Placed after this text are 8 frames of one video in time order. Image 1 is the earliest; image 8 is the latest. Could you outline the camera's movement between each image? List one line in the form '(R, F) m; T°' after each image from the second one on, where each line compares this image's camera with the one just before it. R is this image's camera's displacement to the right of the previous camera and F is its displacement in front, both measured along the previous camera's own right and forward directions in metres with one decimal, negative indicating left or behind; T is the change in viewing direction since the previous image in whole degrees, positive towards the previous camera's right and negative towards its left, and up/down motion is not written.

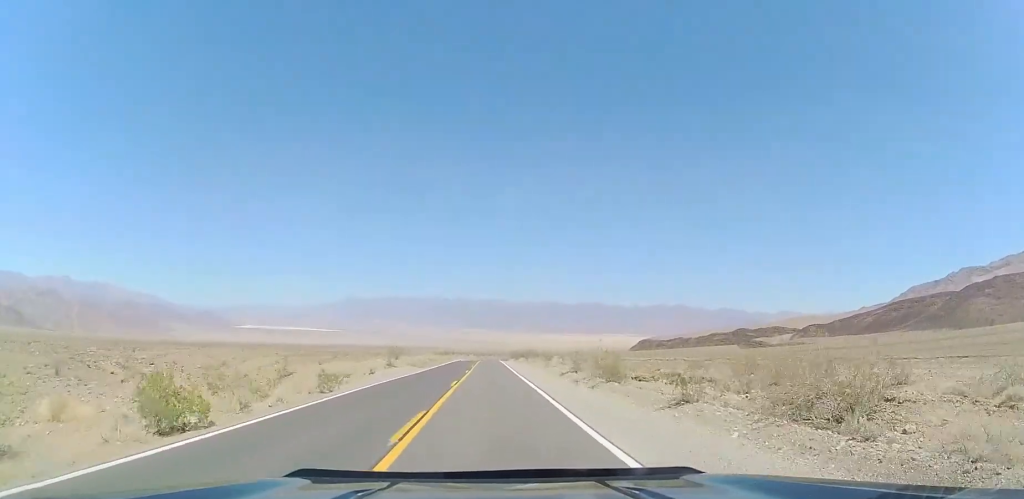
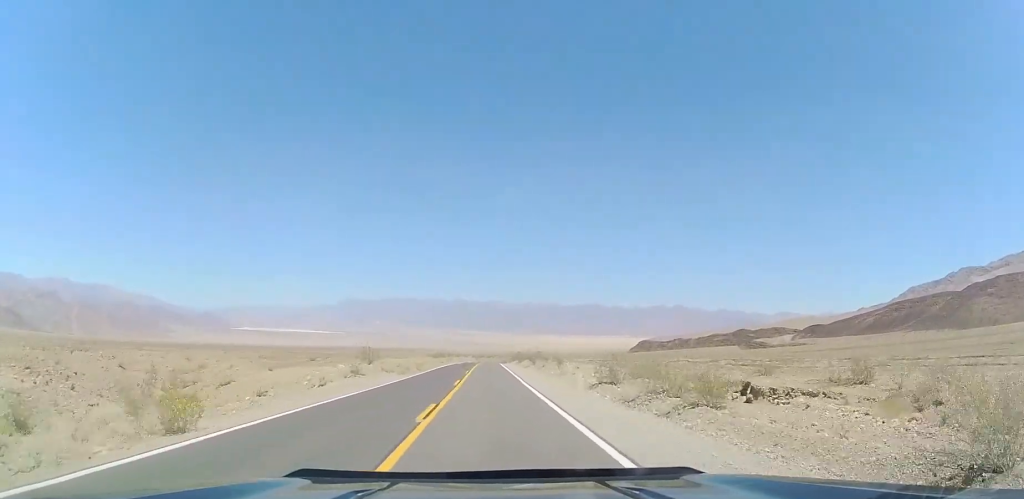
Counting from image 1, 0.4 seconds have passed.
(0.0, +11.3) m; 0°
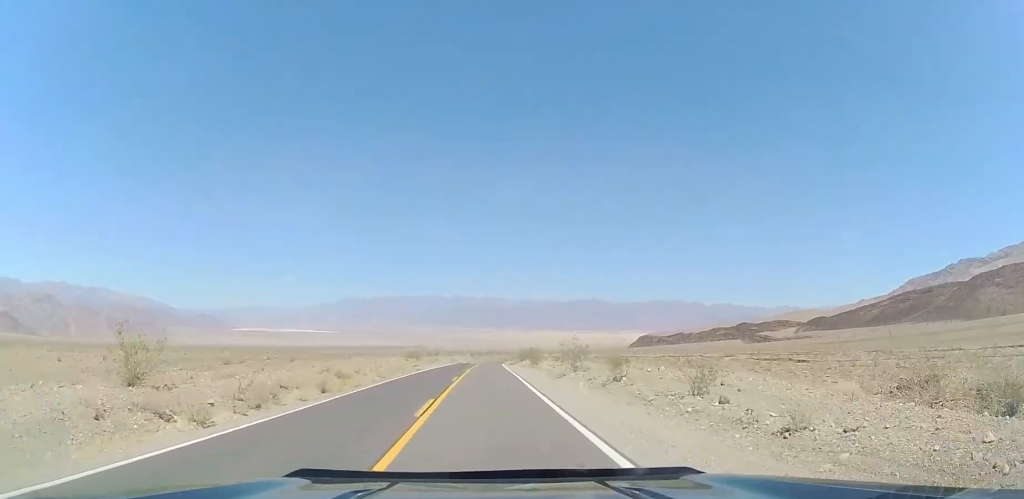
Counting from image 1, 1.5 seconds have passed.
(-0.1, +28.7) m; 0°
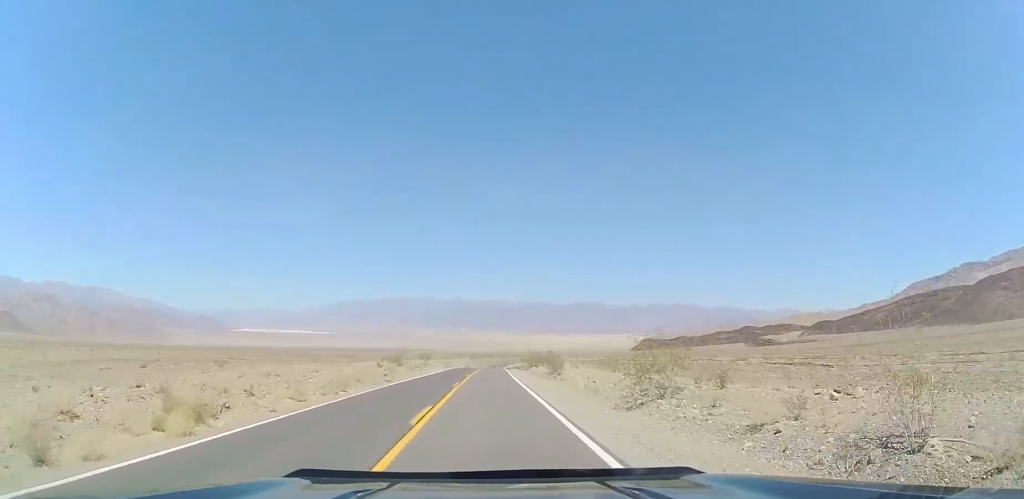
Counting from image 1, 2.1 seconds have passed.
(+0.1, +15.7) m; 0°
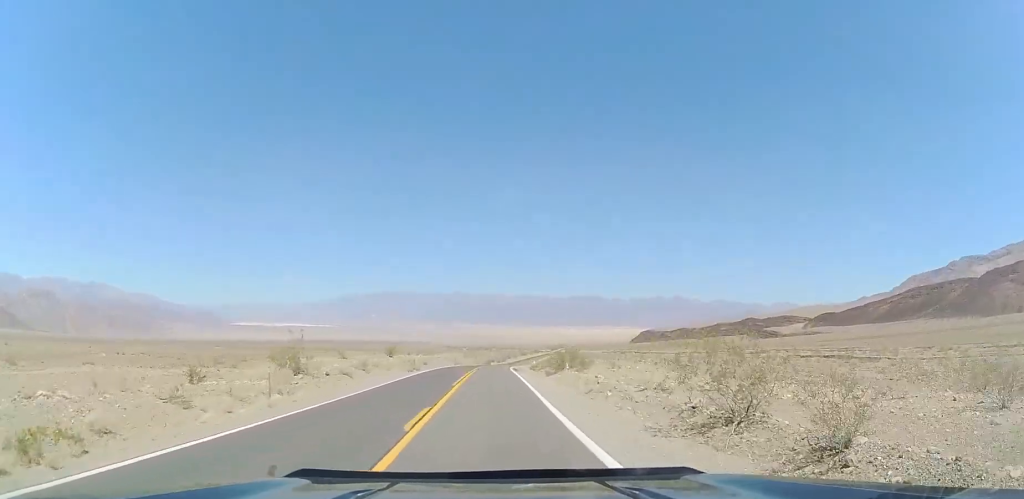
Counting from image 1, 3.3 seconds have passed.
(-0.2, +30.5) m; 0°
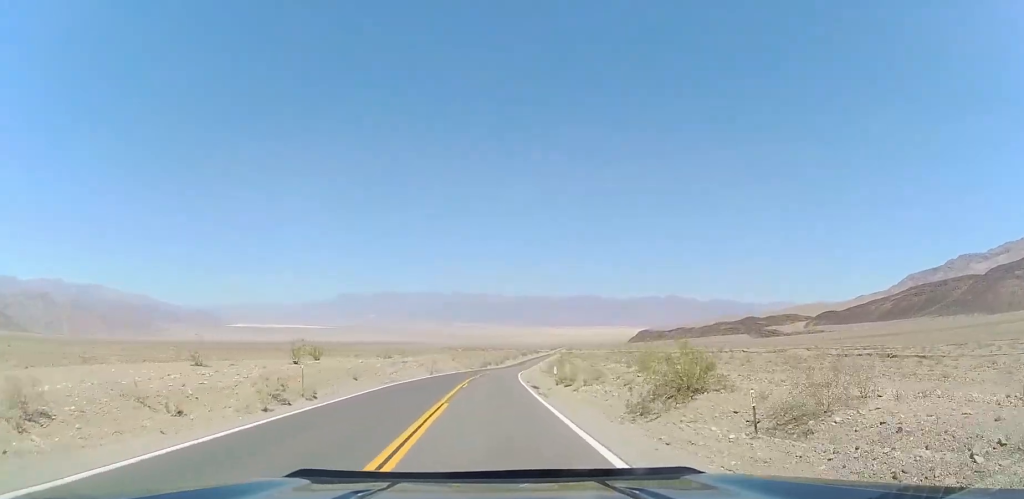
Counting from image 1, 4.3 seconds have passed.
(0.0, +27.0) m; 0°
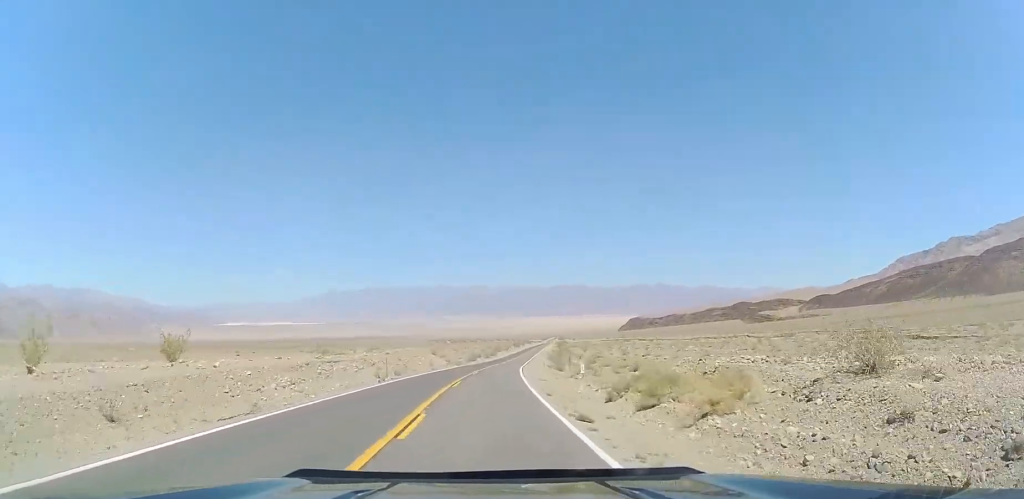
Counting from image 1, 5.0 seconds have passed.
(+0.1, +18.2) m; 0°
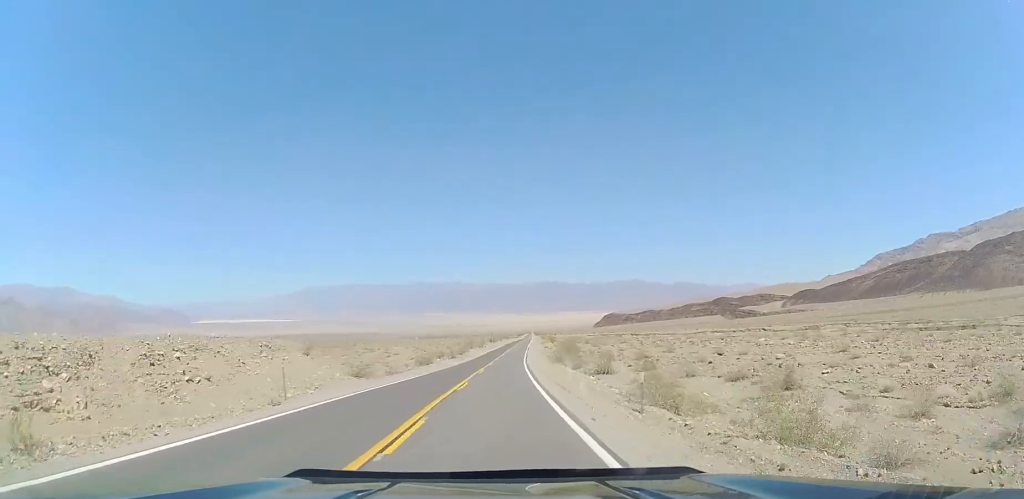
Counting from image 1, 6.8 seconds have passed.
(-0.2, +45.1) m; +2°
